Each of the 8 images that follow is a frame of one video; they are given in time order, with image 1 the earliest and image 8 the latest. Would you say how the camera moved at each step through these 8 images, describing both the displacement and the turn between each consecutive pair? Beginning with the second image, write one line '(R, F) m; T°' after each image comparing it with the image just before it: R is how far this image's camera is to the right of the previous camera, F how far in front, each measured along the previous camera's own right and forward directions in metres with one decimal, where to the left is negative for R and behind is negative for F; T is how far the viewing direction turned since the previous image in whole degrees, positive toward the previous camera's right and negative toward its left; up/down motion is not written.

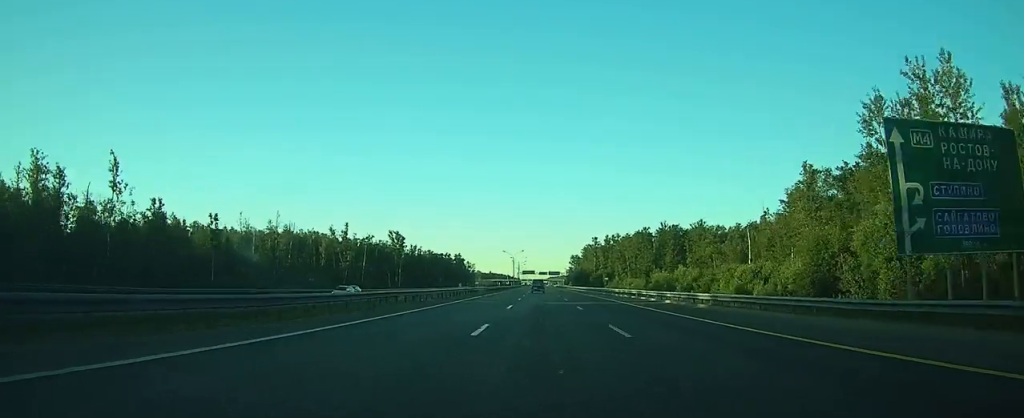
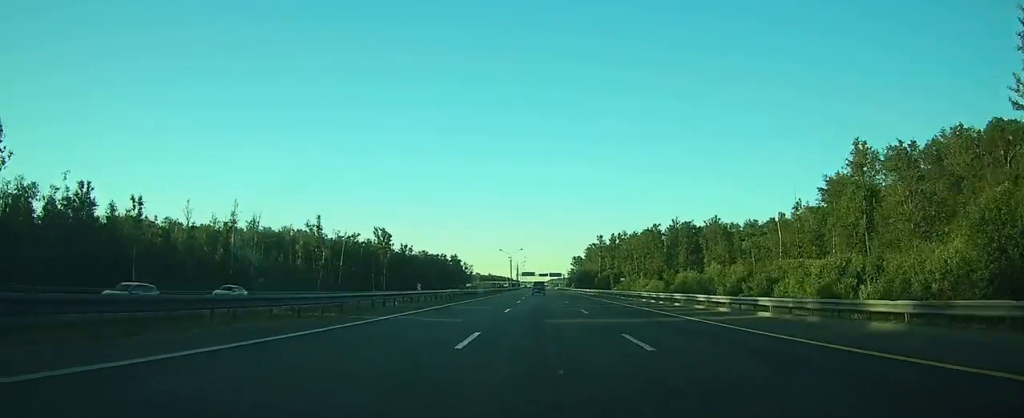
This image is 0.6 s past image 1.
(0.0, +18.8) m; 0°
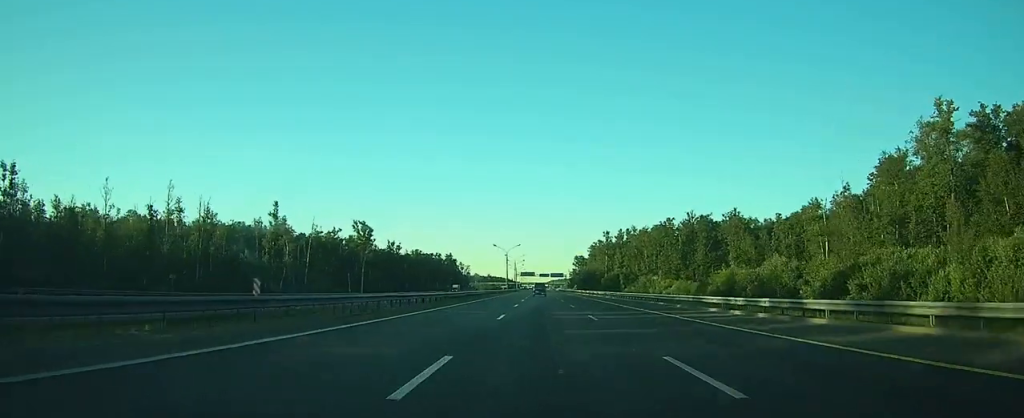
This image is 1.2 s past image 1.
(0.0, +21.1) m; 0°
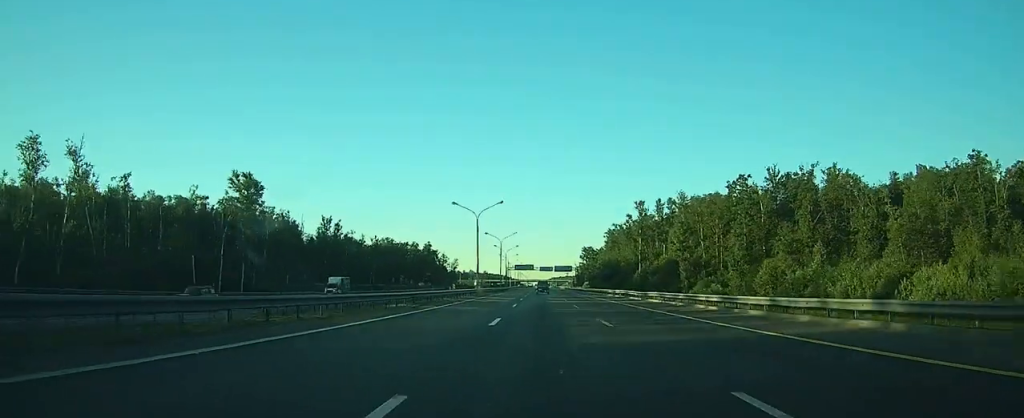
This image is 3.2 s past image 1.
(+0.2, +67.8) m; 0°
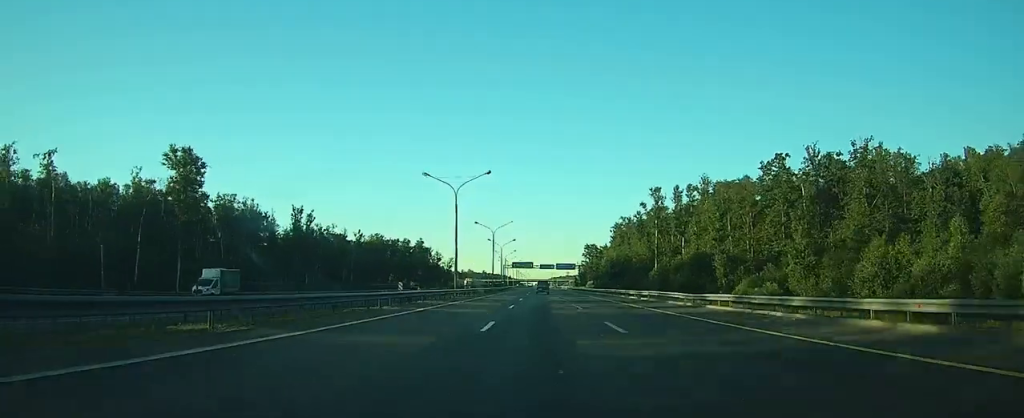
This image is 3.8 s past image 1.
(0.0, +18.9) m; 0°
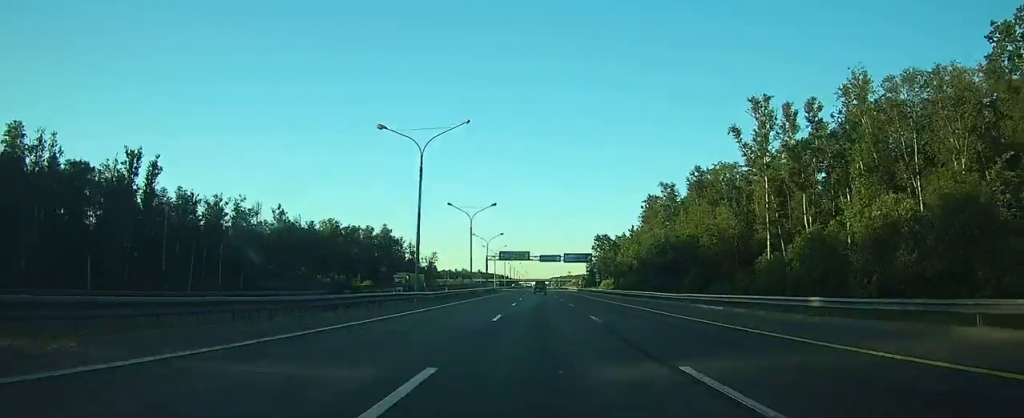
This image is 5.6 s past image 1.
(-0.1, +58.8) m; 0°
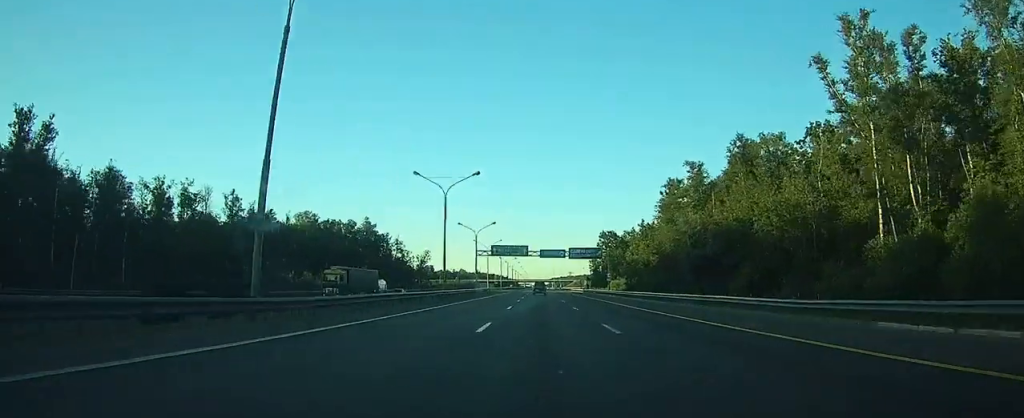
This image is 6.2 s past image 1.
(0.0, +21.1) m; 0°
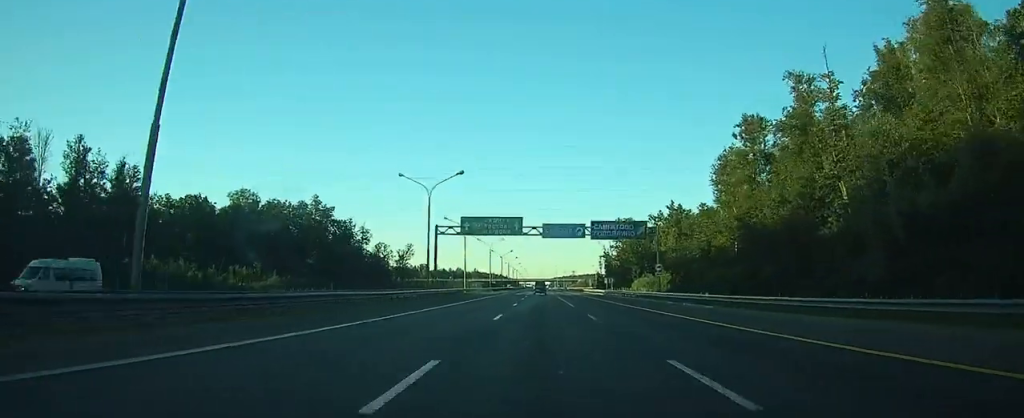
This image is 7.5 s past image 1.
(-0.1, +42.1) m; 0°
